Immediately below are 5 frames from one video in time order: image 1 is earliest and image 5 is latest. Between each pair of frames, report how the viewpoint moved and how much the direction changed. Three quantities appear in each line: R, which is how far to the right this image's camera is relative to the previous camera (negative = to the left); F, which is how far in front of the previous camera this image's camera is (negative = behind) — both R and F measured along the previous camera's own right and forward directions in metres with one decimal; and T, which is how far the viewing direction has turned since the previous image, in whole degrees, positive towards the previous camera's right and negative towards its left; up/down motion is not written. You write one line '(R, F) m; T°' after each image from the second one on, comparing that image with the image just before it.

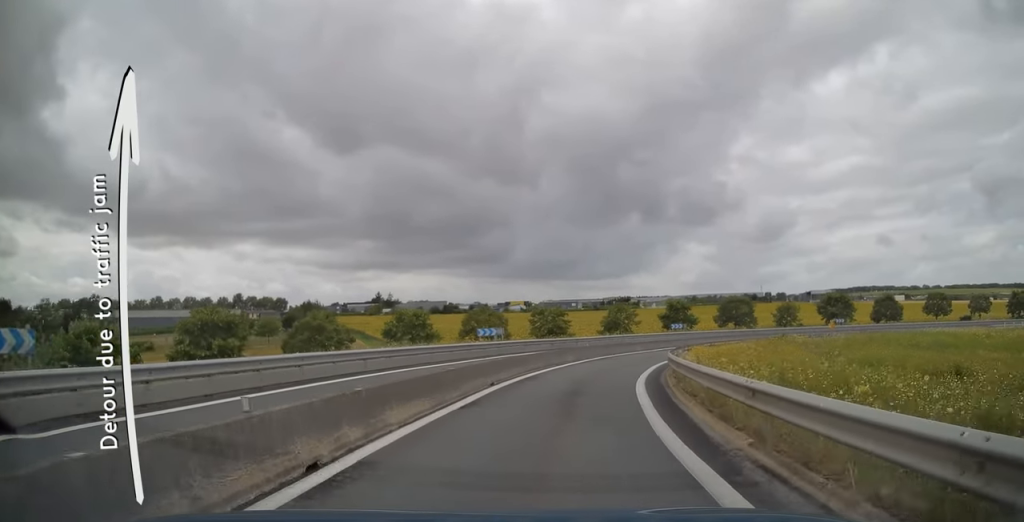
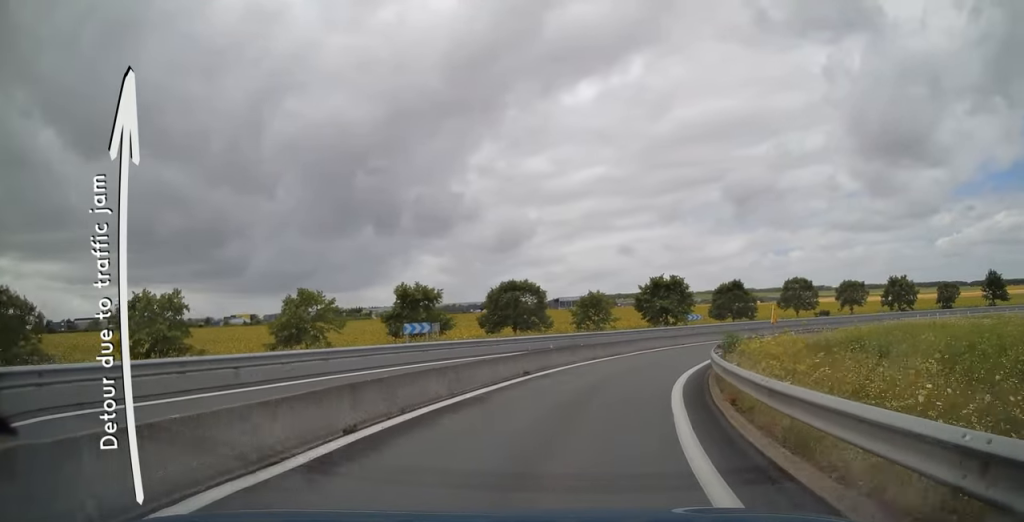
(+4.4, +36.9) m; +20°
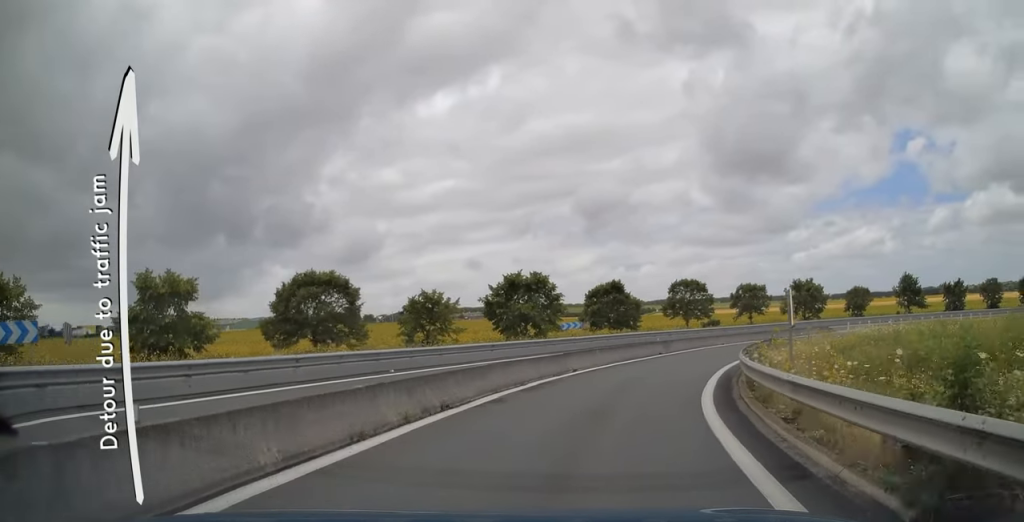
(+1.7, +15.8) m; +13°
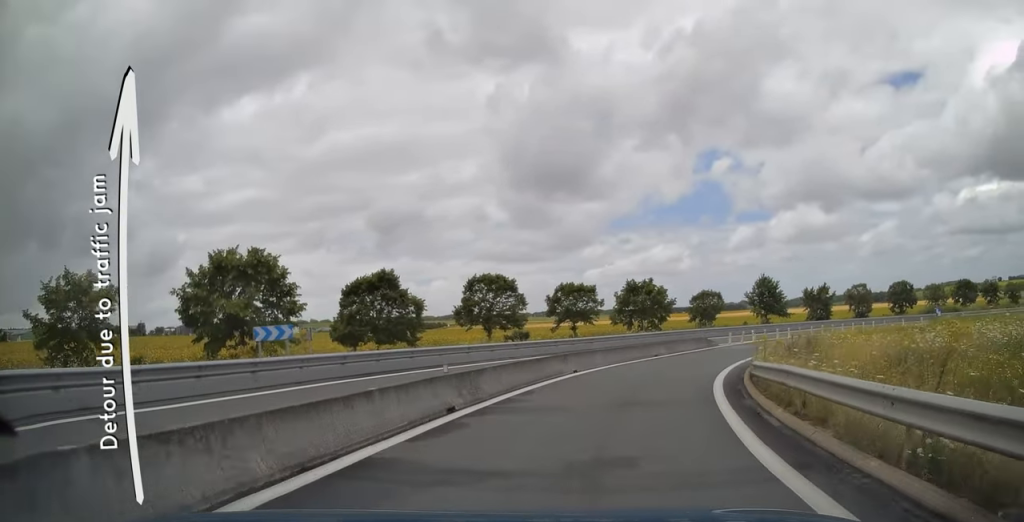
(+2.9, +18.5) m; +17°
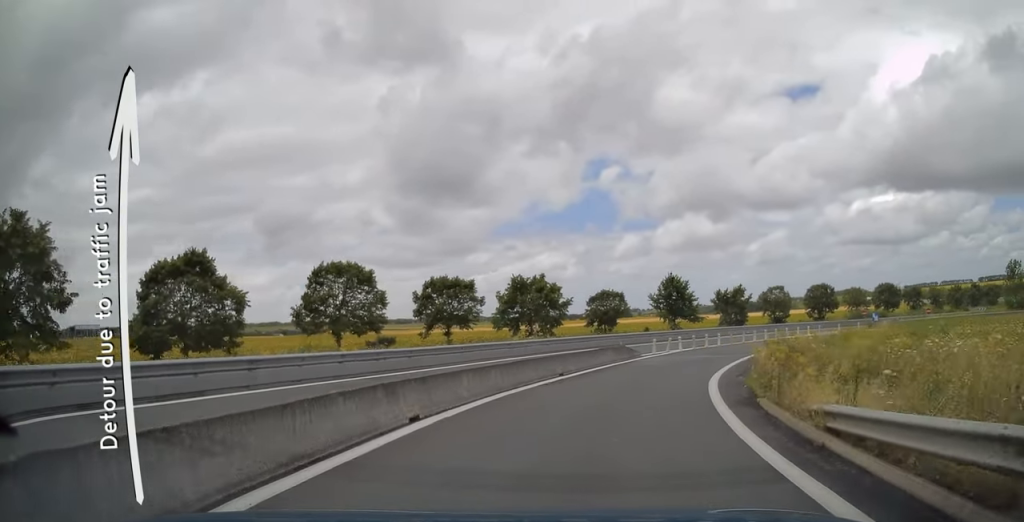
(+0.6, +10.3) m; +11°
